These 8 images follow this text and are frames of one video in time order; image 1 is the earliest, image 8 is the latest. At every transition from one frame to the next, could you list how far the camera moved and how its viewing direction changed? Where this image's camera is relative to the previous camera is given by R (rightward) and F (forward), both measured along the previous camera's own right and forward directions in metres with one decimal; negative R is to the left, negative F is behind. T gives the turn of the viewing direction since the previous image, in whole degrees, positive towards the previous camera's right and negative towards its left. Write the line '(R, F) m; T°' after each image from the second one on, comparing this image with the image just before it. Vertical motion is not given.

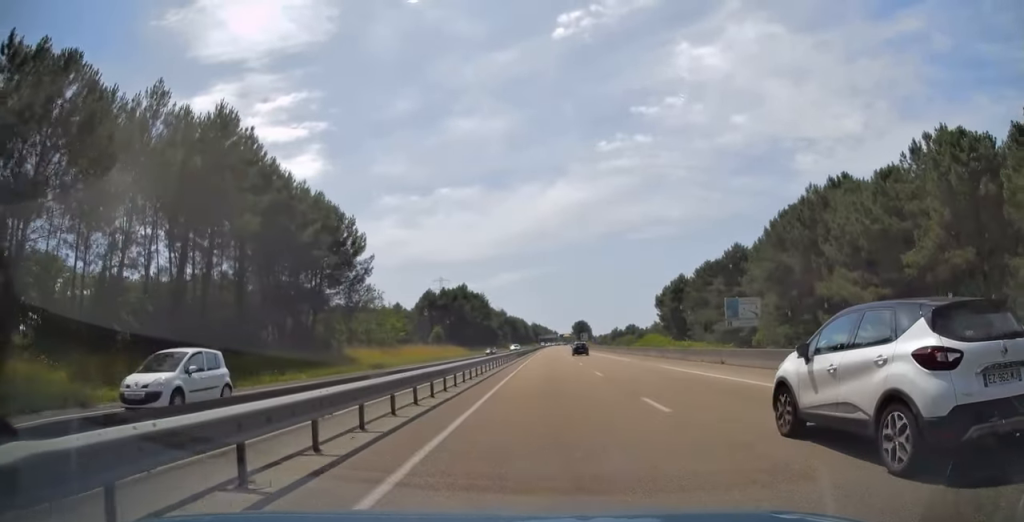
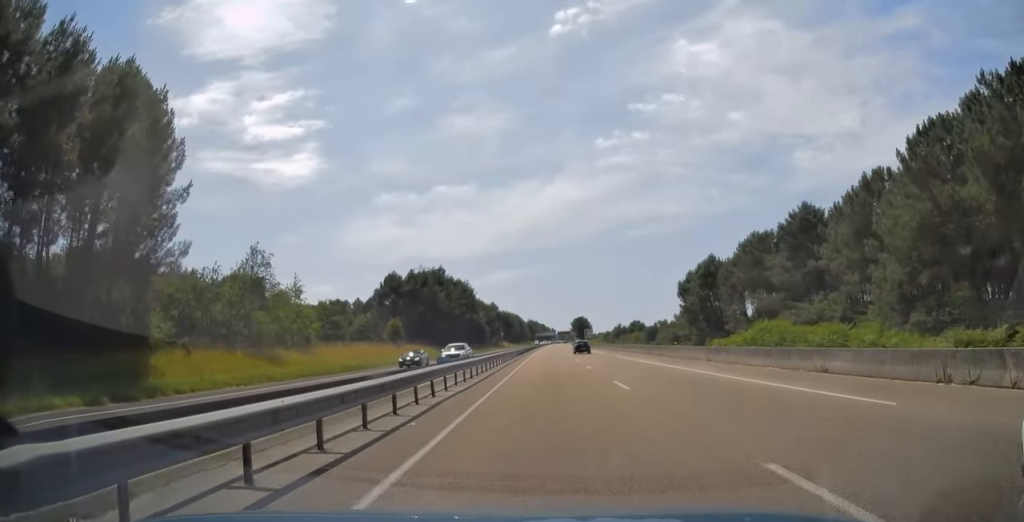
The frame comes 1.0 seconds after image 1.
(-0.1, +33.6) m; 0°
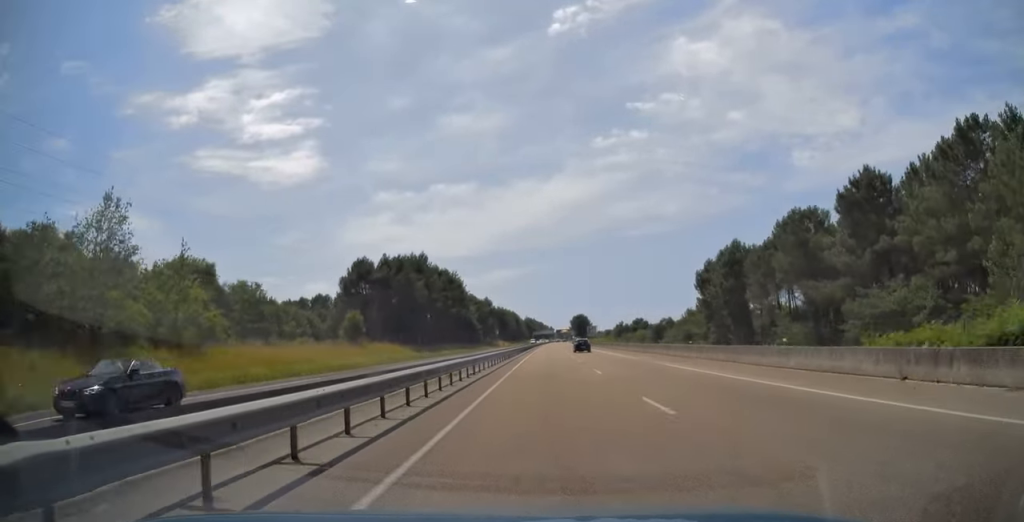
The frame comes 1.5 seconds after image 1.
(-0.1, +18.7) m; 0°
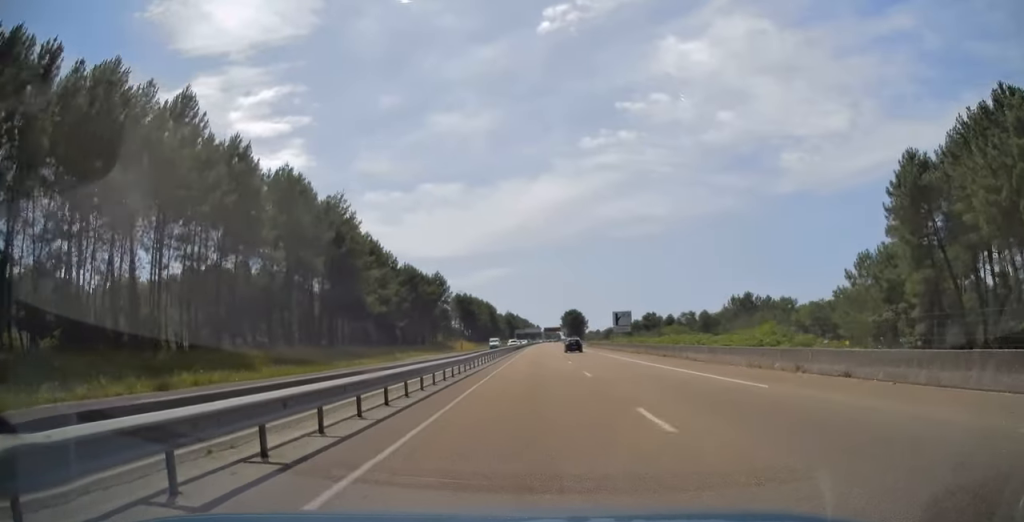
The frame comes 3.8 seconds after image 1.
(+1.1, +79.5) m; +1°
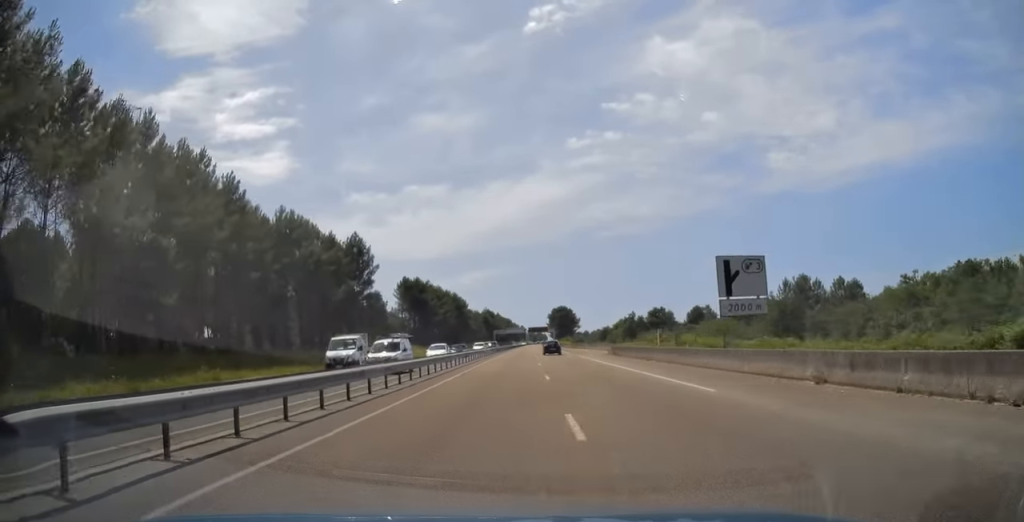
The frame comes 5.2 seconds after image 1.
(+0.5, +52.1) m; +1°
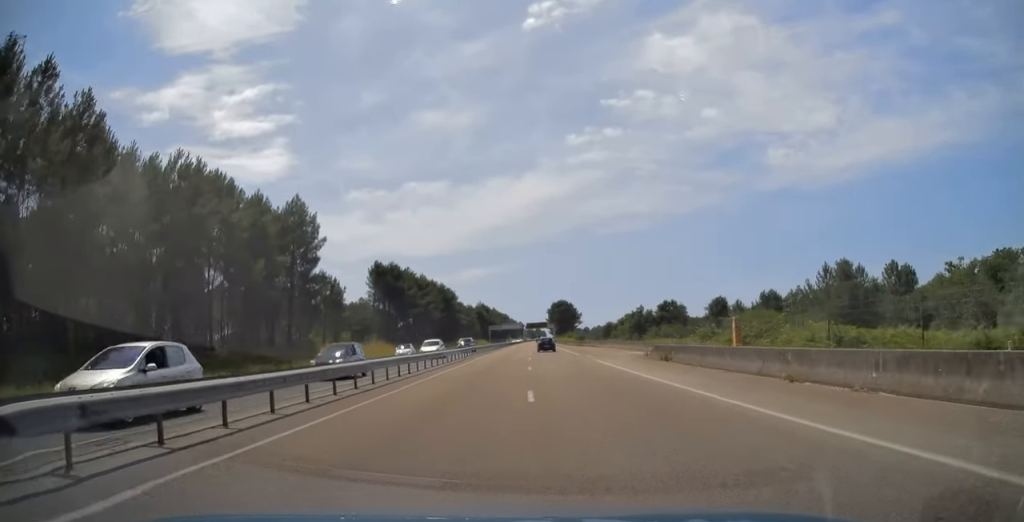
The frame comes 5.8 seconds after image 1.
(+0.1, +21.3) m; 0°
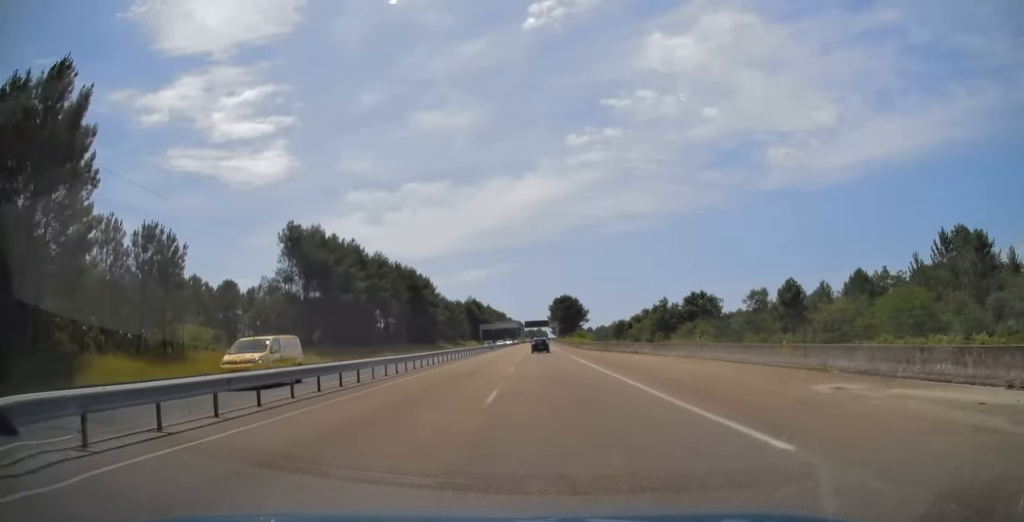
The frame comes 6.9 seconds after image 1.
(-0.1, +38.9) m; 0°
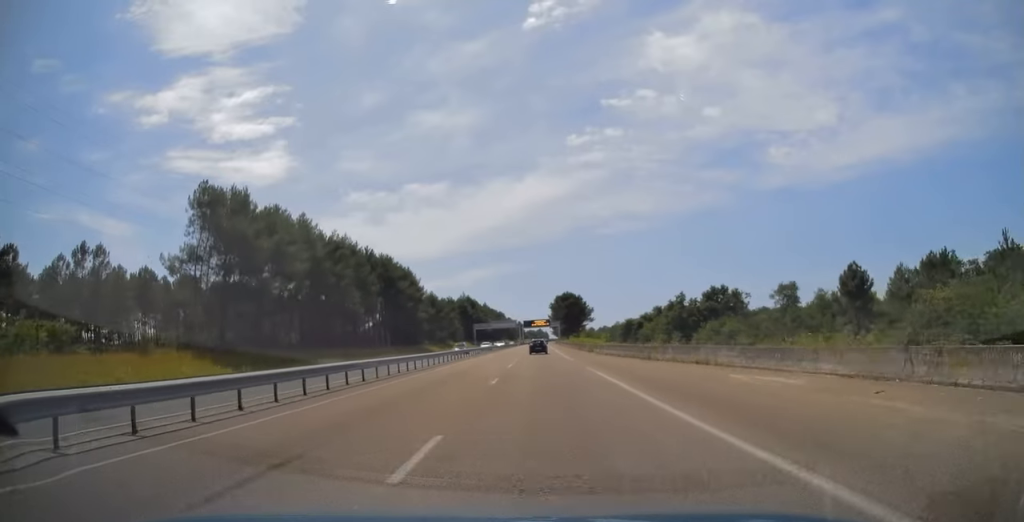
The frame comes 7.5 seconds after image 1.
(-0.1, +20.5) m; 0°
